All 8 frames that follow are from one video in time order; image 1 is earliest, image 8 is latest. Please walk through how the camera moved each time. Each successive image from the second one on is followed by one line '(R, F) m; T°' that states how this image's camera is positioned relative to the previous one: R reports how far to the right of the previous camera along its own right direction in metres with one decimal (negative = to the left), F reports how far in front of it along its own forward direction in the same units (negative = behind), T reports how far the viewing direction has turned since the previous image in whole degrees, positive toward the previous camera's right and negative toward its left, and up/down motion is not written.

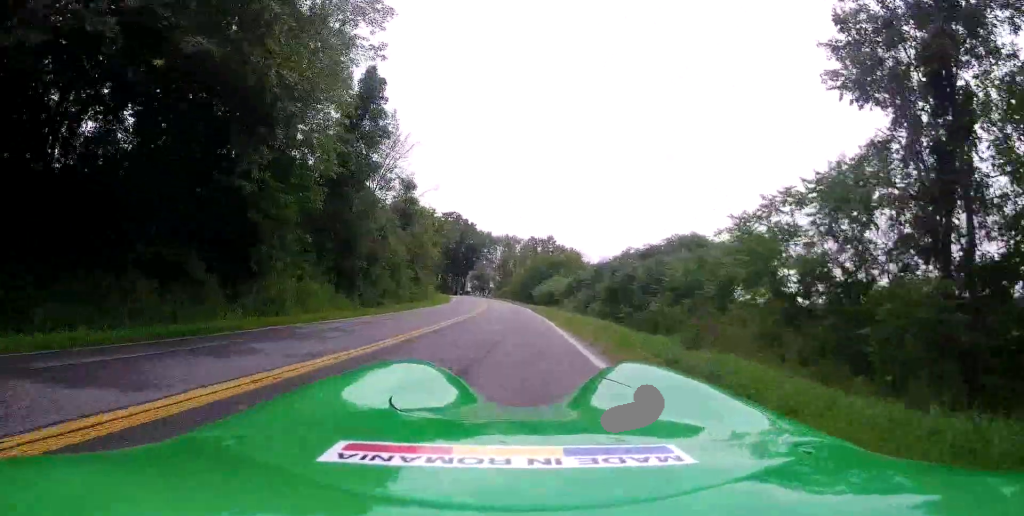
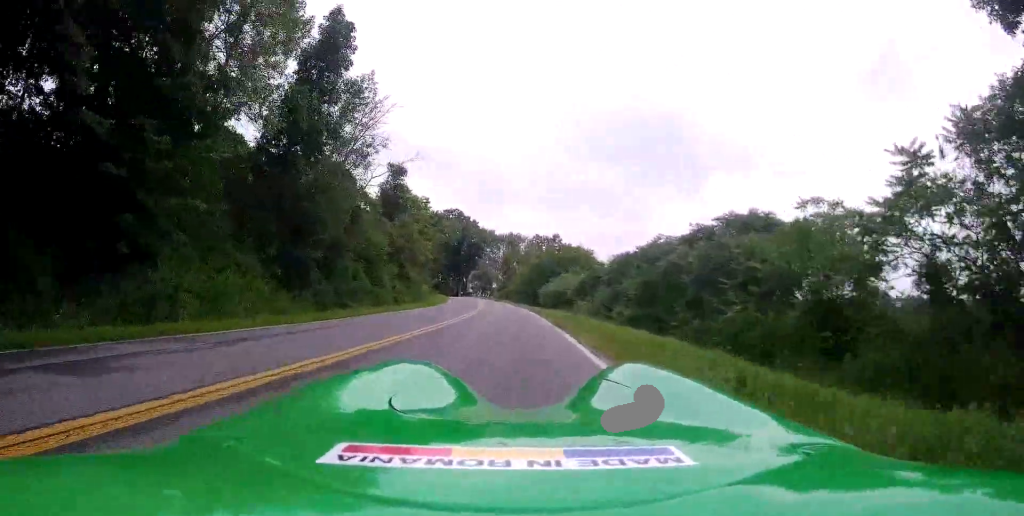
(0.0, +8.0) m; 0°
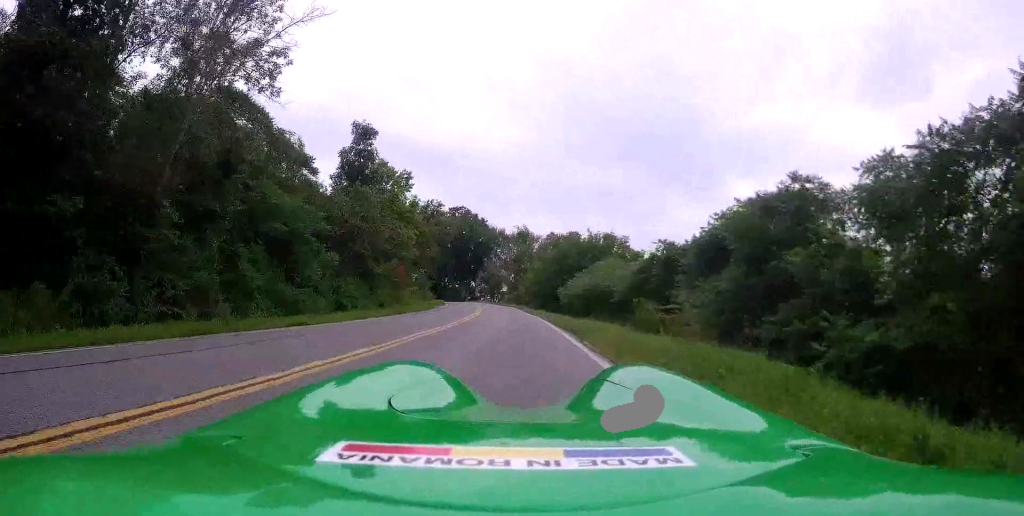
(+0.2, +14.9) m; 0°
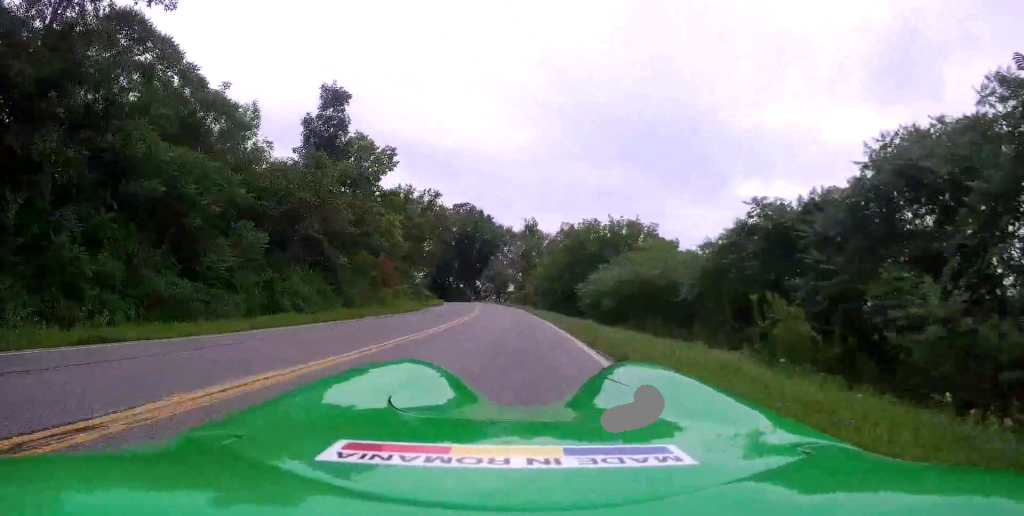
(-0.2, +8.8) m; -2°
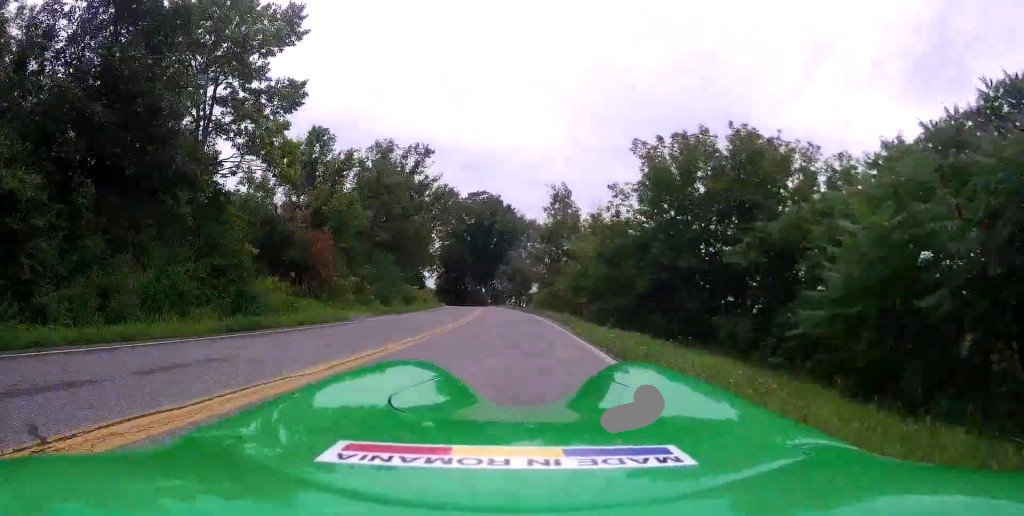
(-2.0, +29.4) m; -7°
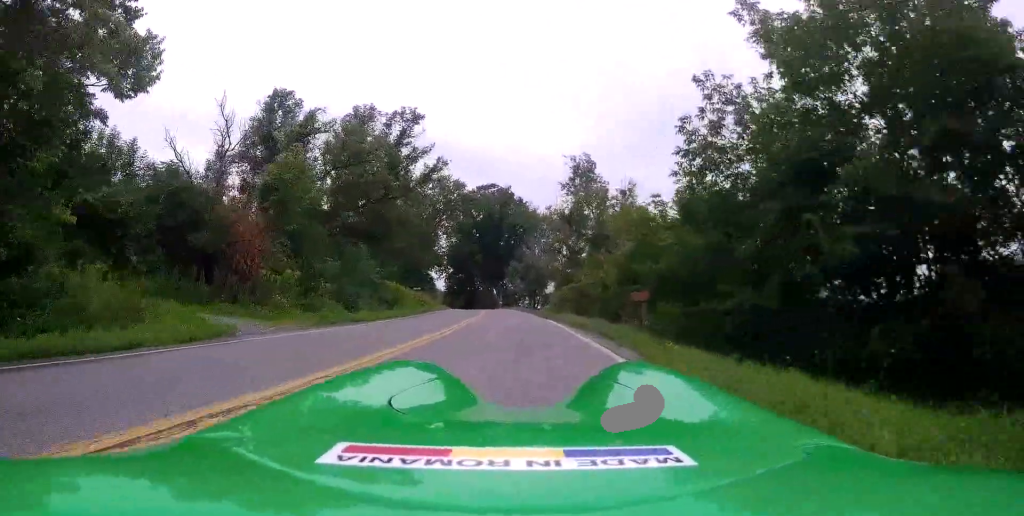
(0.0, +12.7) m; 0°
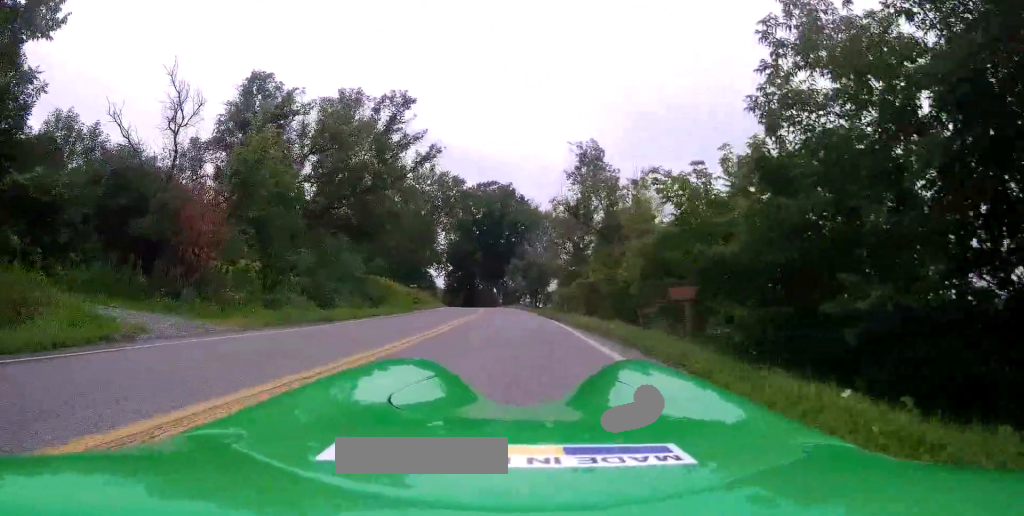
(0.0, +4.5) m; 0°
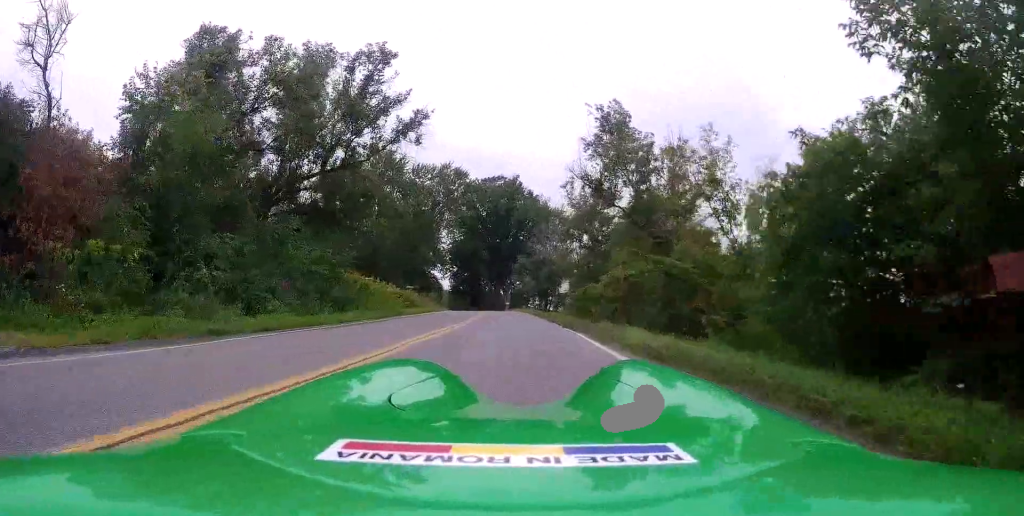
(0.0, +8.0) m; 0°
